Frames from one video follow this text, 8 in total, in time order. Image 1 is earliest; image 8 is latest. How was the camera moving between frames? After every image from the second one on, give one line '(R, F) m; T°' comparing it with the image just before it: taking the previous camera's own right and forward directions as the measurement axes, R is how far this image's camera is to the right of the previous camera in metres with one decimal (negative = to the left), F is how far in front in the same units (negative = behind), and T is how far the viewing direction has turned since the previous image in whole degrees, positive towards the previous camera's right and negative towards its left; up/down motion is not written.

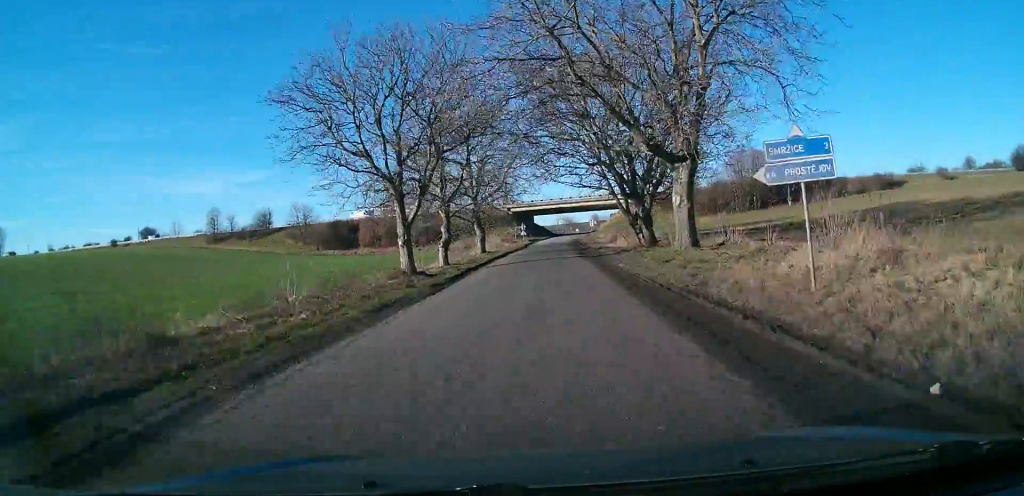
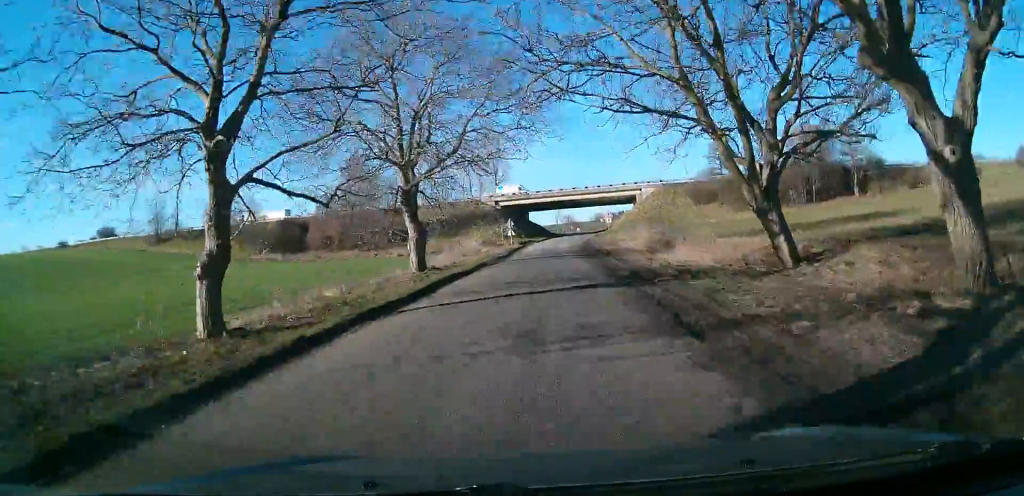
(0.0, +27.2) m; 0°
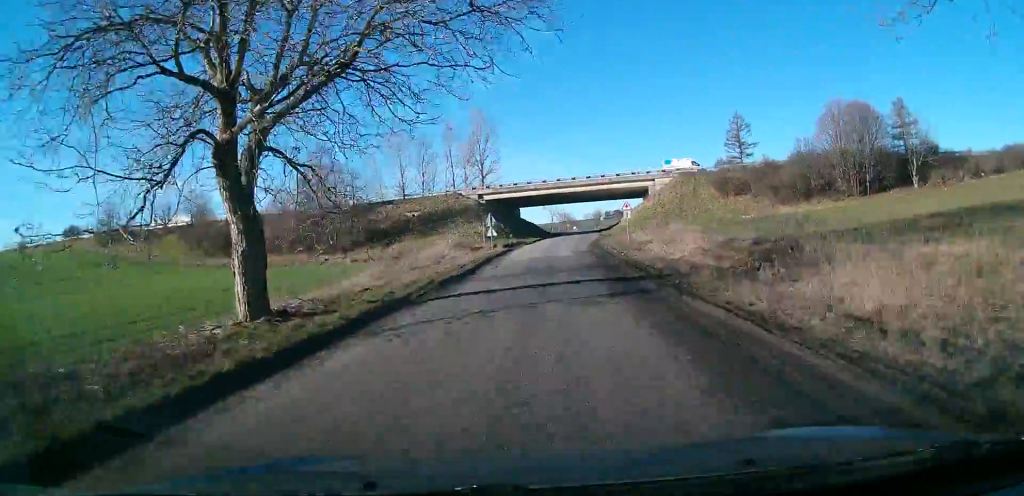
(0.0, +17.5) m; +1°
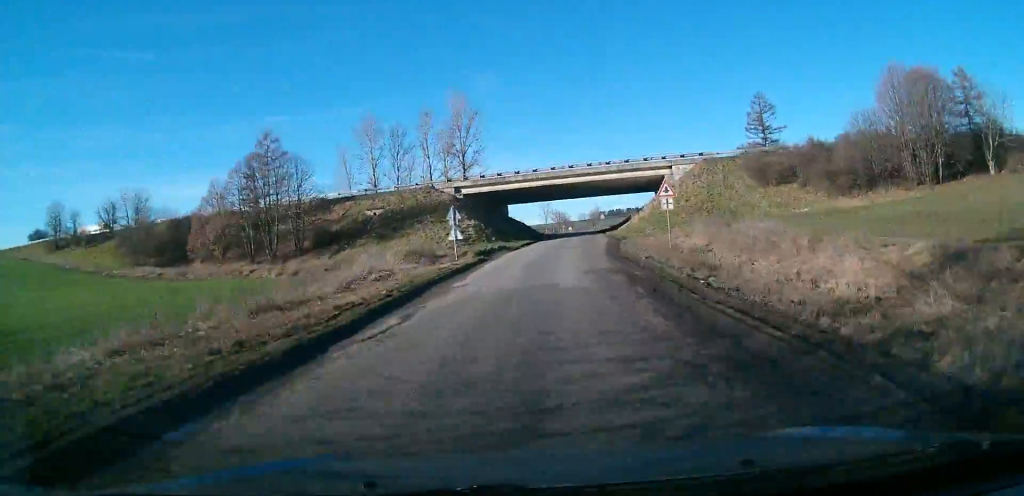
(+0.1, +16.4) m; +1°
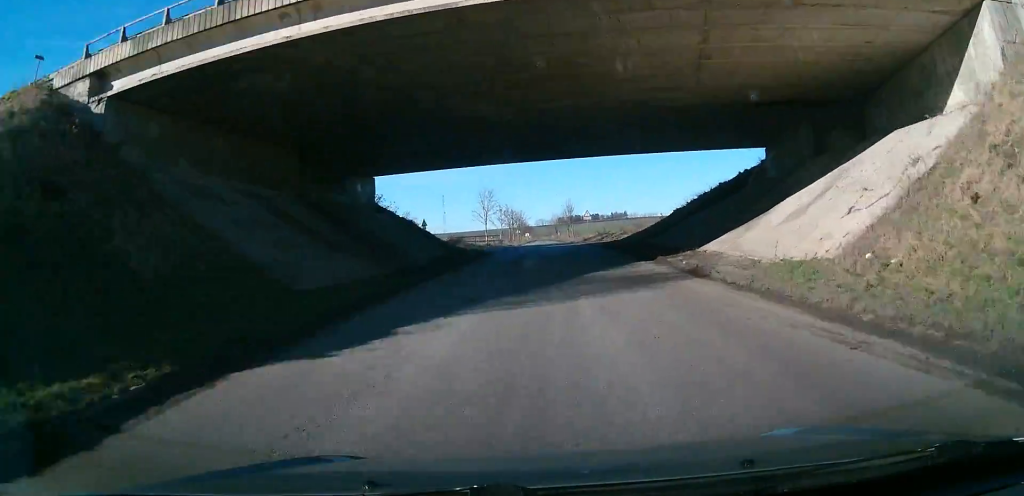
(+1.5, +55.5) m; +3°
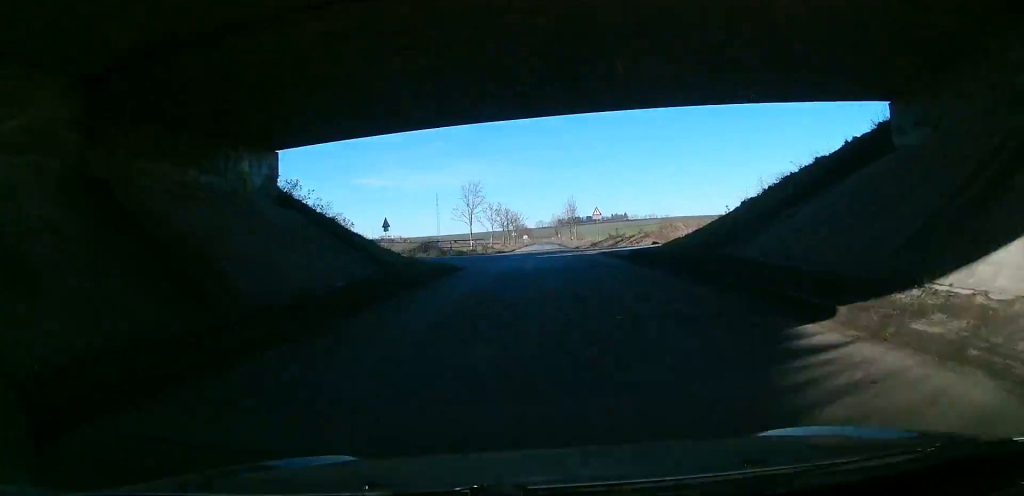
(+0.4, +13.7) m; 0°
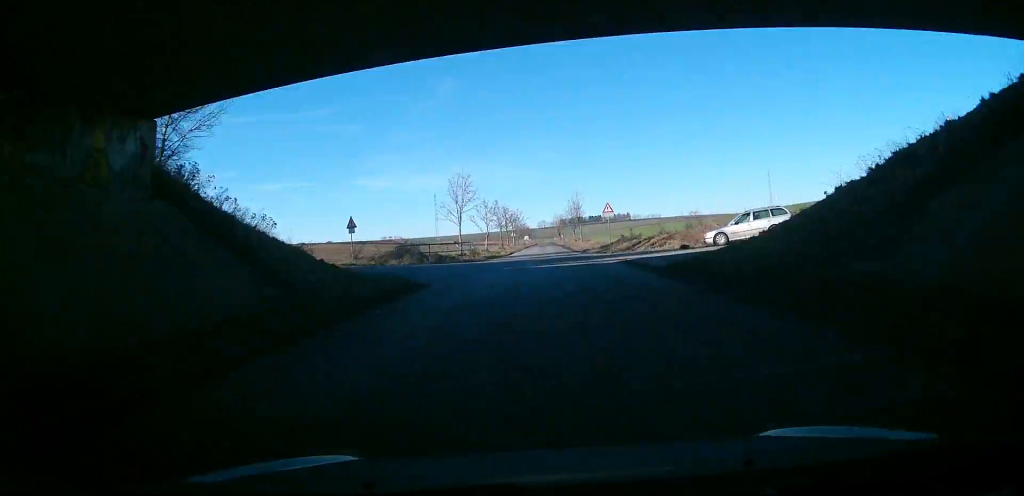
(+0.1, +8.5) m; 0°
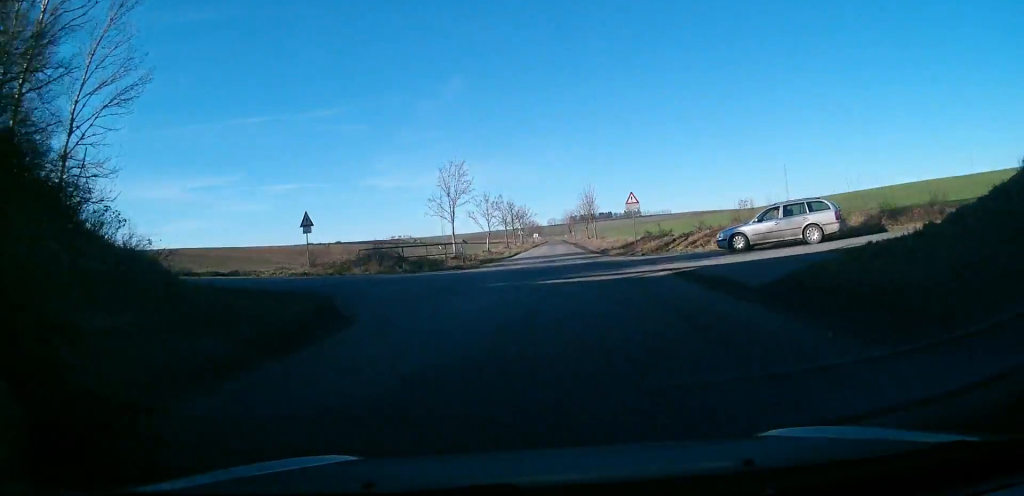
(-0.3, +8.7) m; -1°
